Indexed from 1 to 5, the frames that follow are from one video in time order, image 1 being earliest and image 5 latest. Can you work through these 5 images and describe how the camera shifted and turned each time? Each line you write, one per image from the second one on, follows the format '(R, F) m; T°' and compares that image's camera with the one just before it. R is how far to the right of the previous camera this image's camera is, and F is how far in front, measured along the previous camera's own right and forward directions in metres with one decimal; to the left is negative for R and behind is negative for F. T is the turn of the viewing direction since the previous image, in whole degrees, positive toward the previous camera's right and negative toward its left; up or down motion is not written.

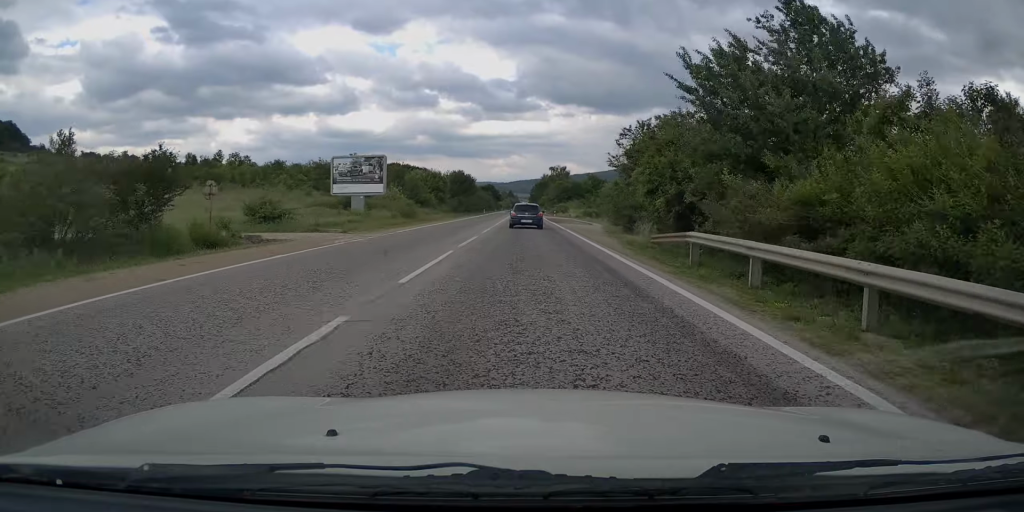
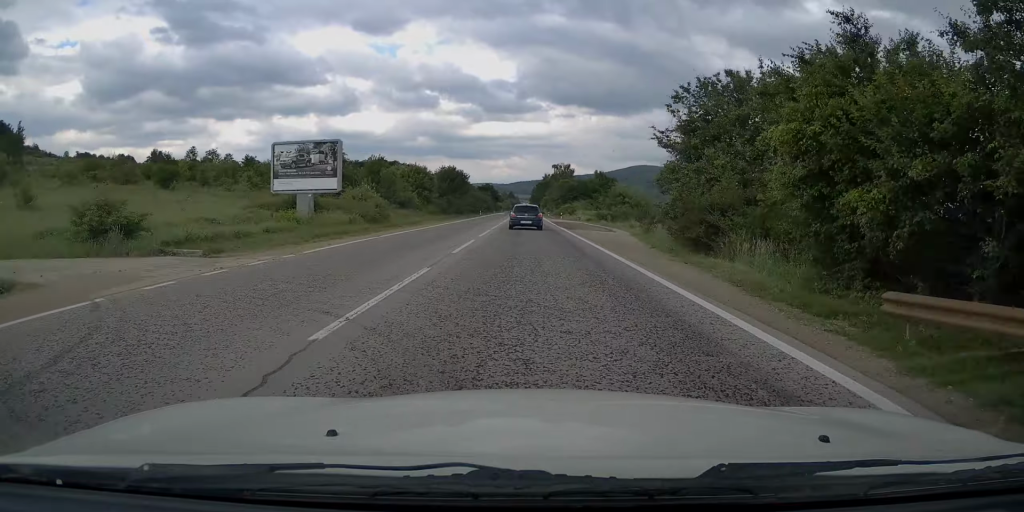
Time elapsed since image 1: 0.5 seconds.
(-0.1, +12.3) m; -1°
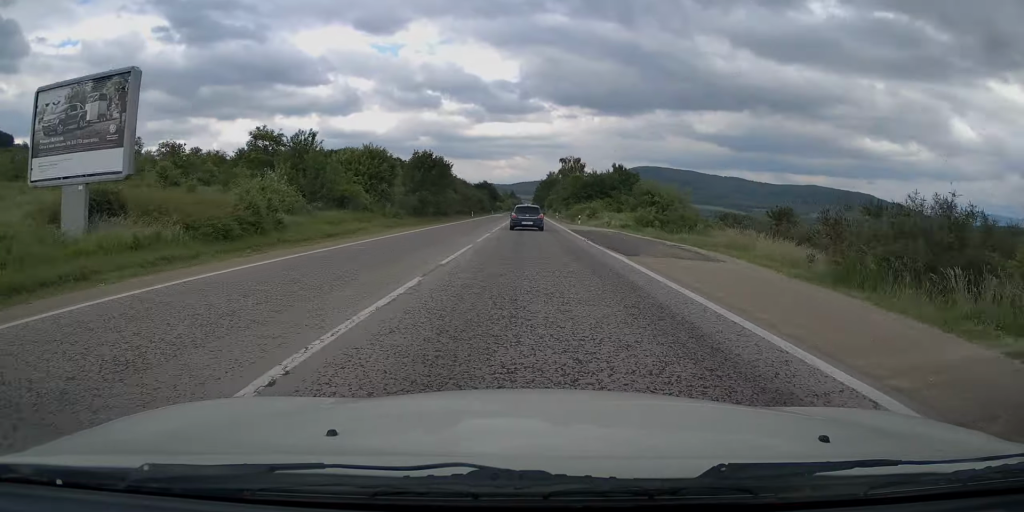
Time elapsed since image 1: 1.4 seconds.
(-0.1, +20.8) m; 0°
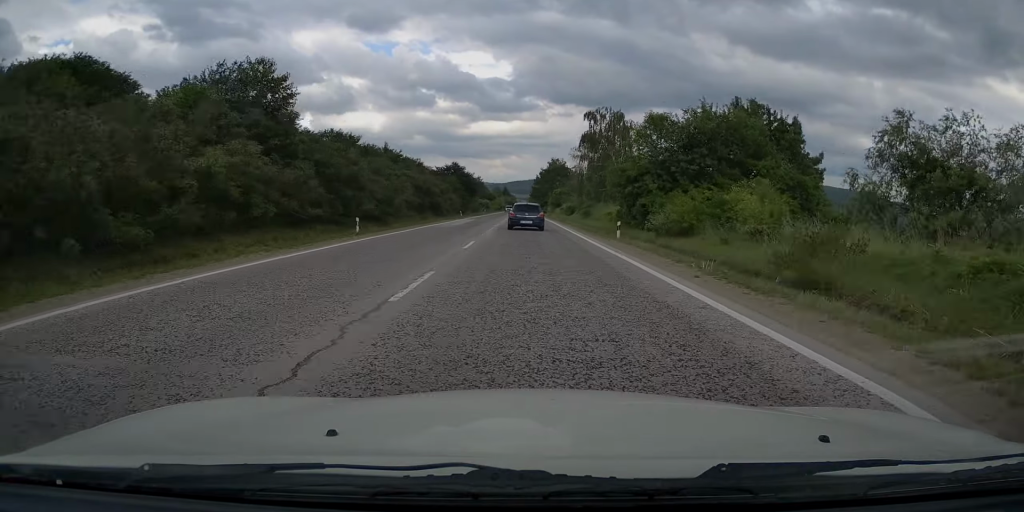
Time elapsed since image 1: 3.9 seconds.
(+0.9, +58.9) m; +1°
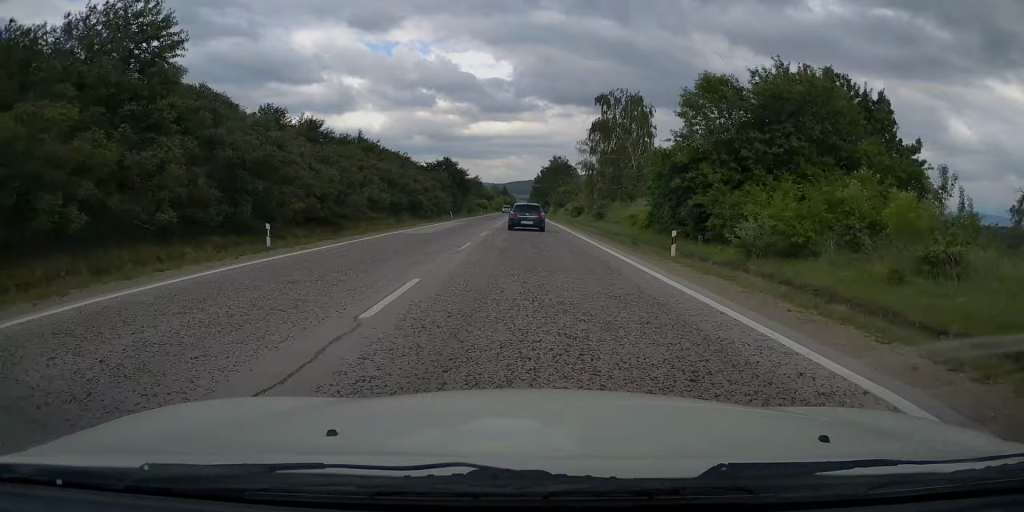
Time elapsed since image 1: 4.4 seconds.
(0.0, +10.3) m; 0°
